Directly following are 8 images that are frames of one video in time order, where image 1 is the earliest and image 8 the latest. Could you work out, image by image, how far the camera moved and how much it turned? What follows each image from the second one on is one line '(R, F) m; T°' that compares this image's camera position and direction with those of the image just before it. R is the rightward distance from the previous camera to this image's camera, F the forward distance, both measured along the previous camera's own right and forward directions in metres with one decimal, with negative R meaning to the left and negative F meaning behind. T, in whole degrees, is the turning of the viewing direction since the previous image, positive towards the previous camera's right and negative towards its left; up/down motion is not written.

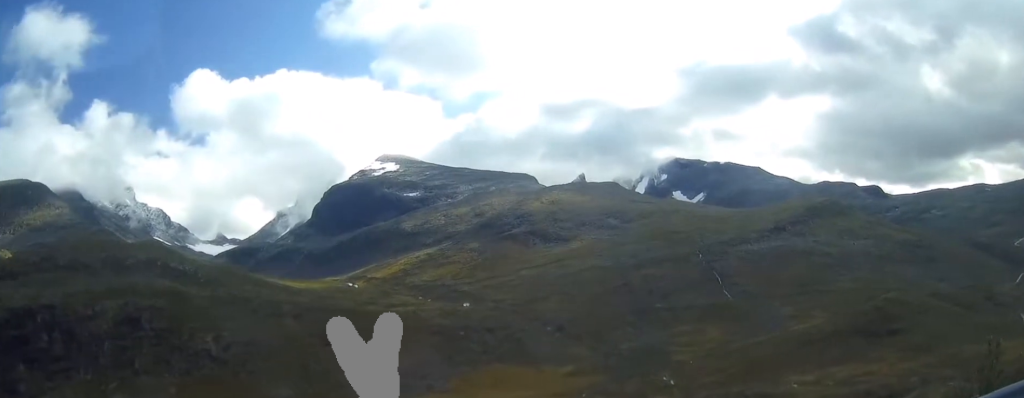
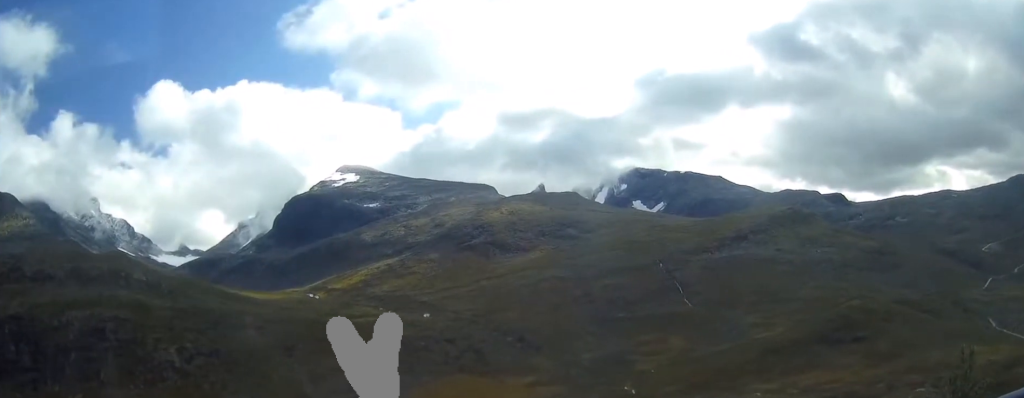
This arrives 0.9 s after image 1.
(0.0, +1.0) m; 0°
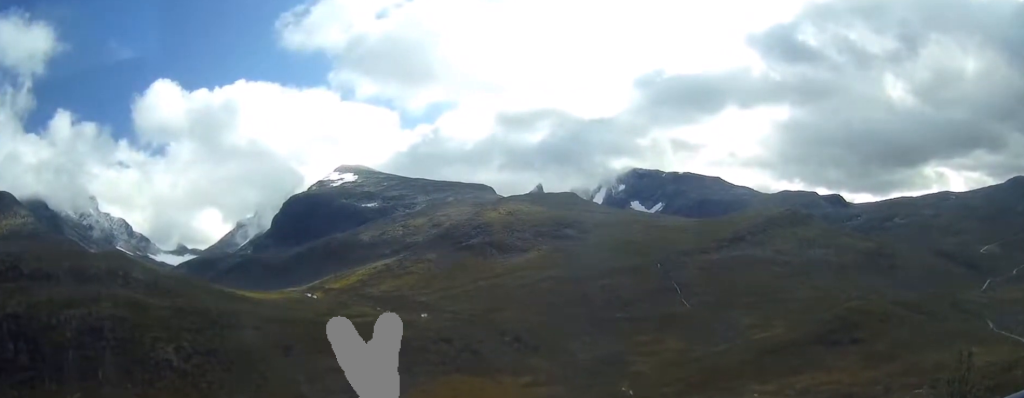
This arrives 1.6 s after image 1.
(0.0, +0.6) m; 0°
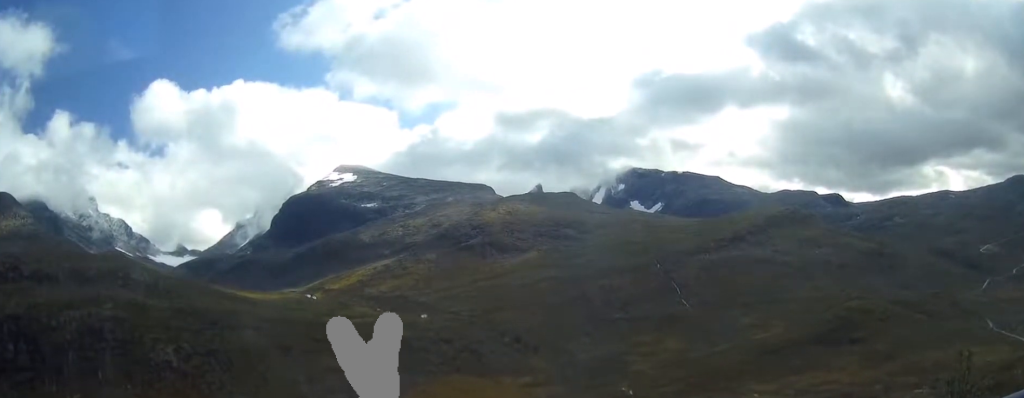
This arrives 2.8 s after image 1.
(+0.1, +0.4) m; 0°
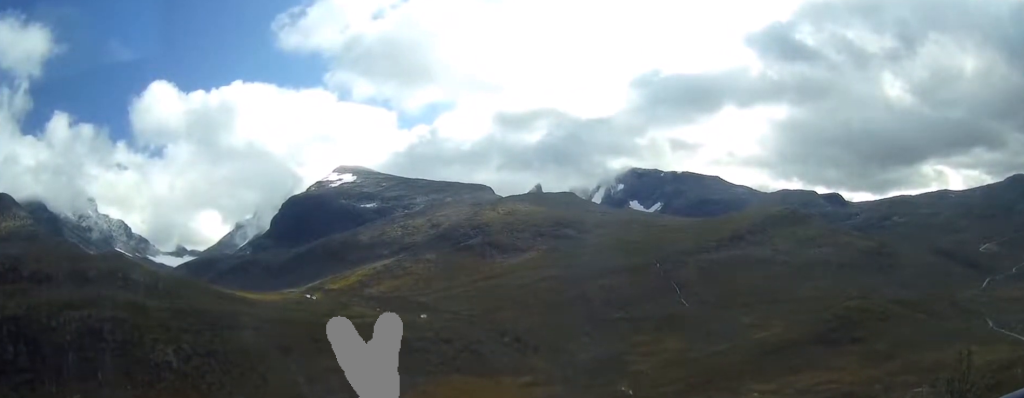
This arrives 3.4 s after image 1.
(0.0, 0.0) m; 0°
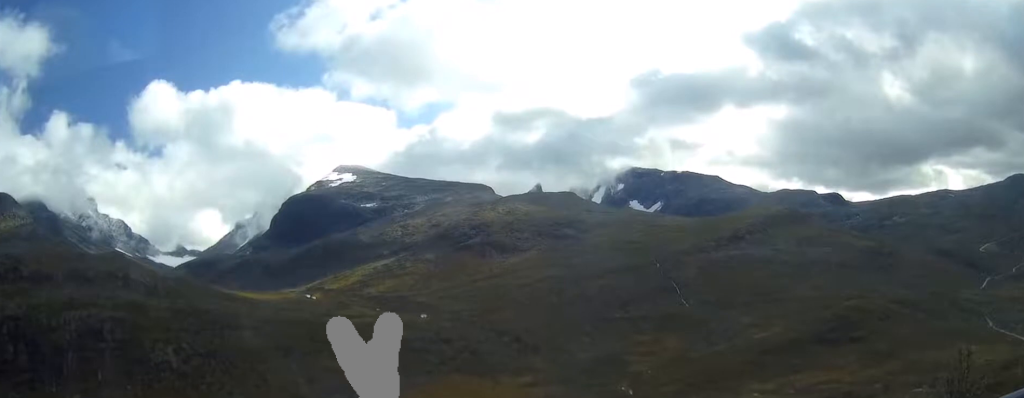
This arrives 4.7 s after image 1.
(+0.1, -0.2) m; 0°
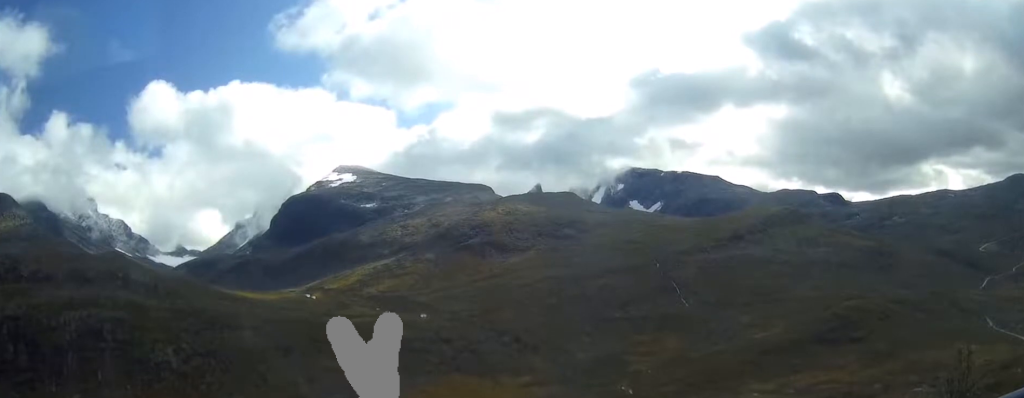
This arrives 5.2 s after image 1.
(0.0, 0.0) m; 0°
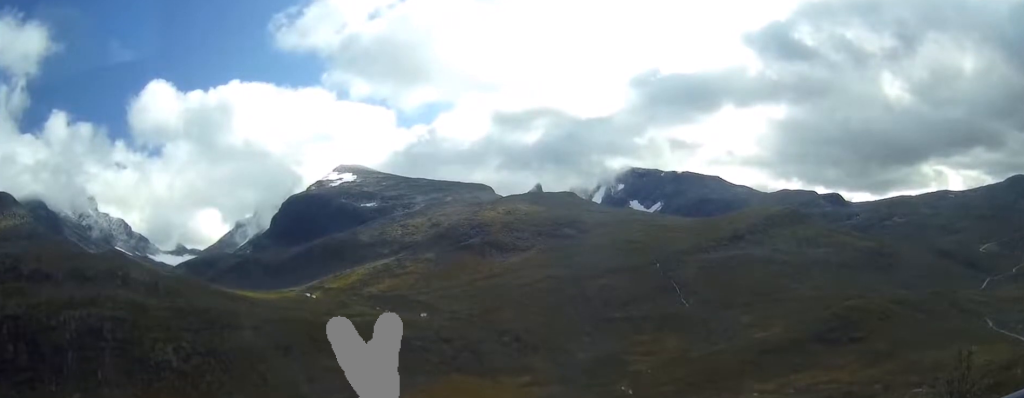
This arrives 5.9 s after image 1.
(0.0, 0.0) m; 0°
